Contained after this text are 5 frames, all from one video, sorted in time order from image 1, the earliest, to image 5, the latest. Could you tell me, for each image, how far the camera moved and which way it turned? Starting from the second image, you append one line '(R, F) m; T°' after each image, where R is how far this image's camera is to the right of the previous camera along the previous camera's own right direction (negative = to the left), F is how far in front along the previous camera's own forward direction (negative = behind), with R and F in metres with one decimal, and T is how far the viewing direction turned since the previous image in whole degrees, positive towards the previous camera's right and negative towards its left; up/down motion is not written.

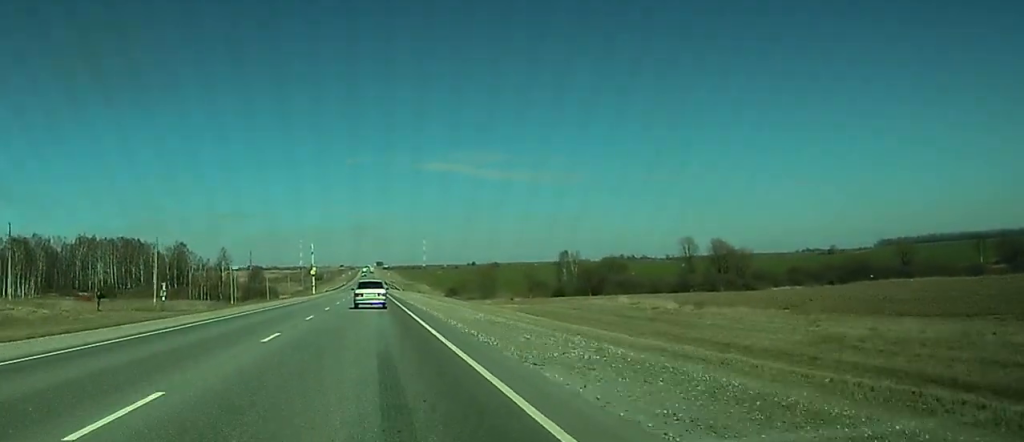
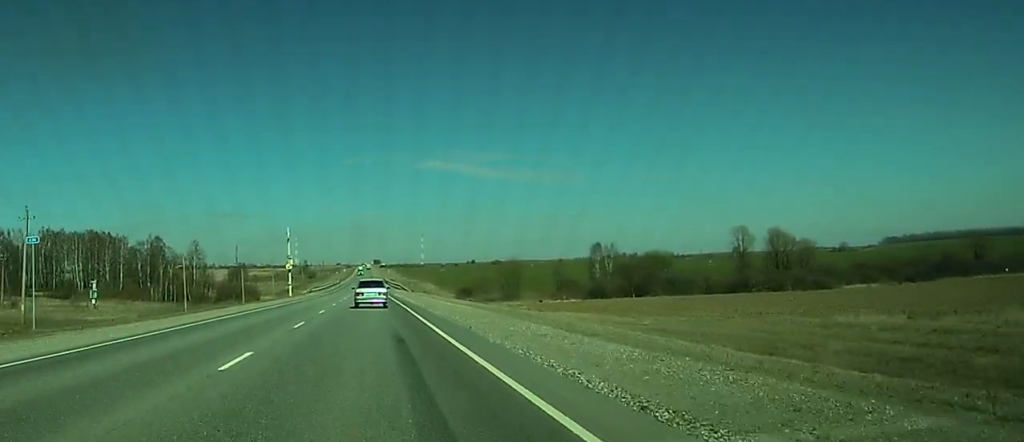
(-0.3, +43.2) m; 0°
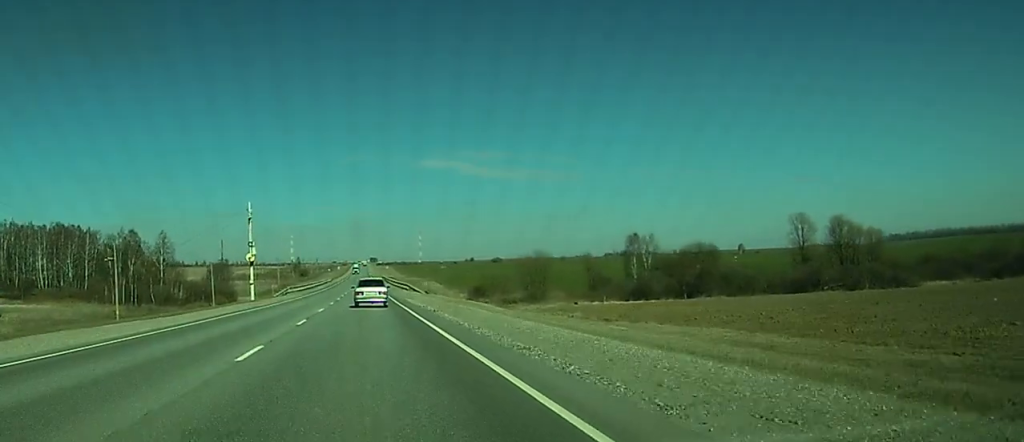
(+0.1, +35.2) m; 0°
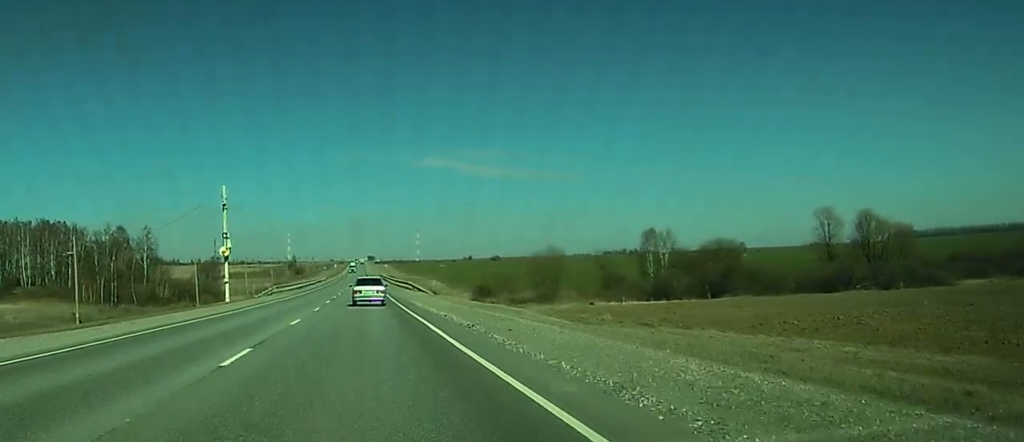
(0.0, +13.2) m; 0°
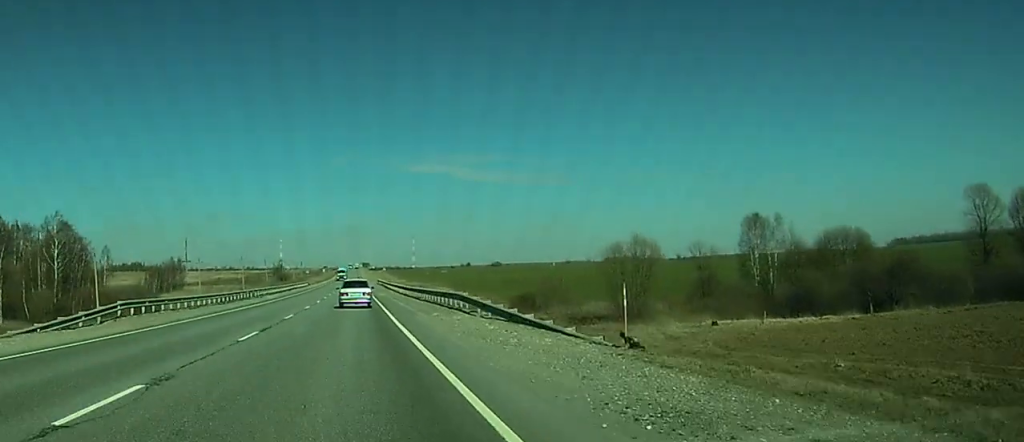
(+0.2, +54.3) m; 0°
